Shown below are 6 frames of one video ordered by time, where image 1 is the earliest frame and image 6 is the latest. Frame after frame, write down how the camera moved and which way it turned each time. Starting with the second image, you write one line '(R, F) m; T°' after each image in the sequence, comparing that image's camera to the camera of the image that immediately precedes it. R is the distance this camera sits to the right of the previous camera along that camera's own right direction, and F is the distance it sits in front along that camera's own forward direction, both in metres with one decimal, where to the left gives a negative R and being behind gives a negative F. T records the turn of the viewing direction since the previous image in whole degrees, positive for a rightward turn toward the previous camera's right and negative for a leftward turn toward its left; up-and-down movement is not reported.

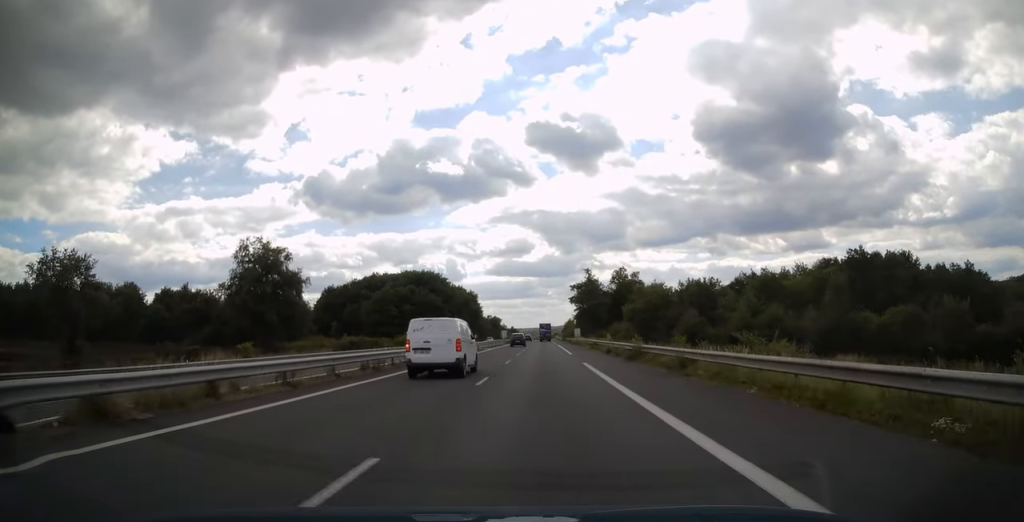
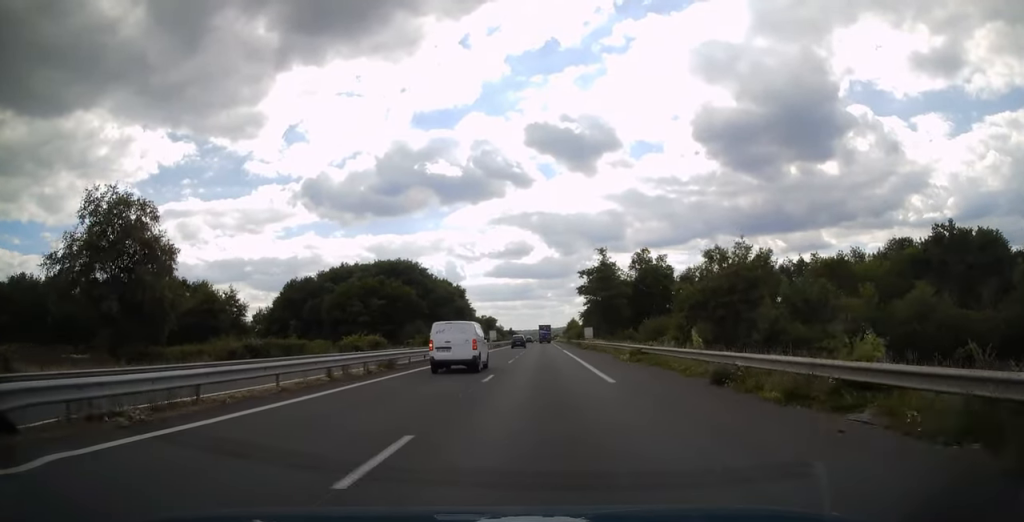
(0.0, +24.3) m; 0°
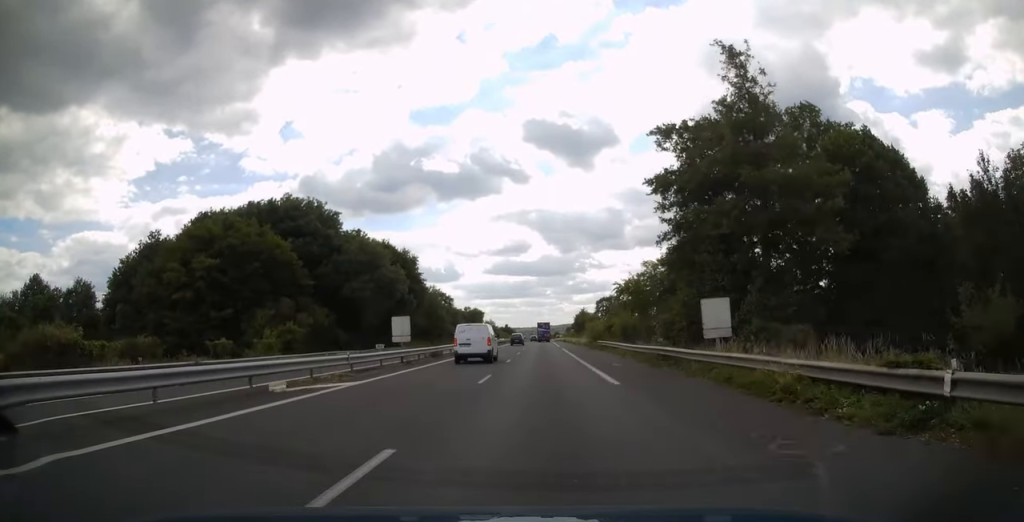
(+0.1, +53.0) m; 0°
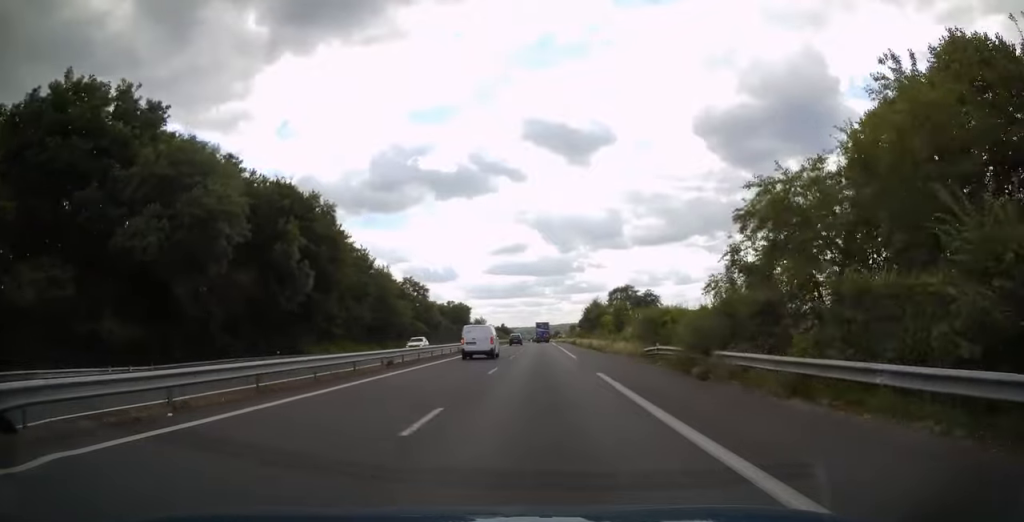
(0.0, +34.9) m; +1°
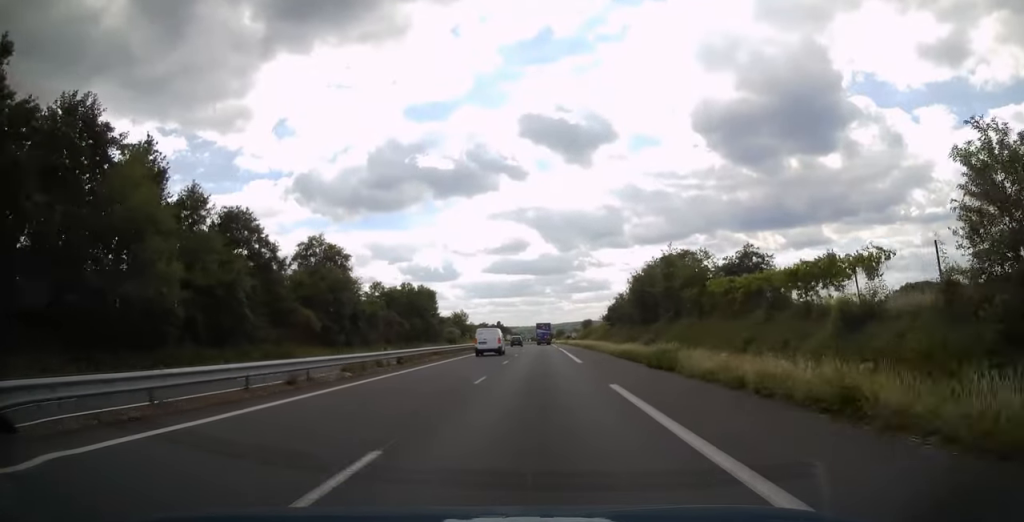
(+0.2, +55.8) m; 0°
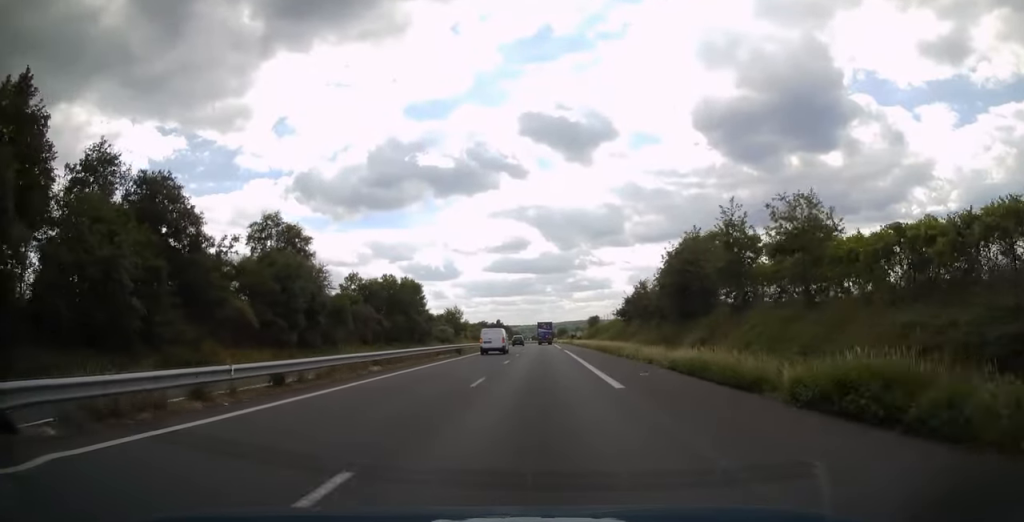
(-0.1, +14.1) m; 0°
